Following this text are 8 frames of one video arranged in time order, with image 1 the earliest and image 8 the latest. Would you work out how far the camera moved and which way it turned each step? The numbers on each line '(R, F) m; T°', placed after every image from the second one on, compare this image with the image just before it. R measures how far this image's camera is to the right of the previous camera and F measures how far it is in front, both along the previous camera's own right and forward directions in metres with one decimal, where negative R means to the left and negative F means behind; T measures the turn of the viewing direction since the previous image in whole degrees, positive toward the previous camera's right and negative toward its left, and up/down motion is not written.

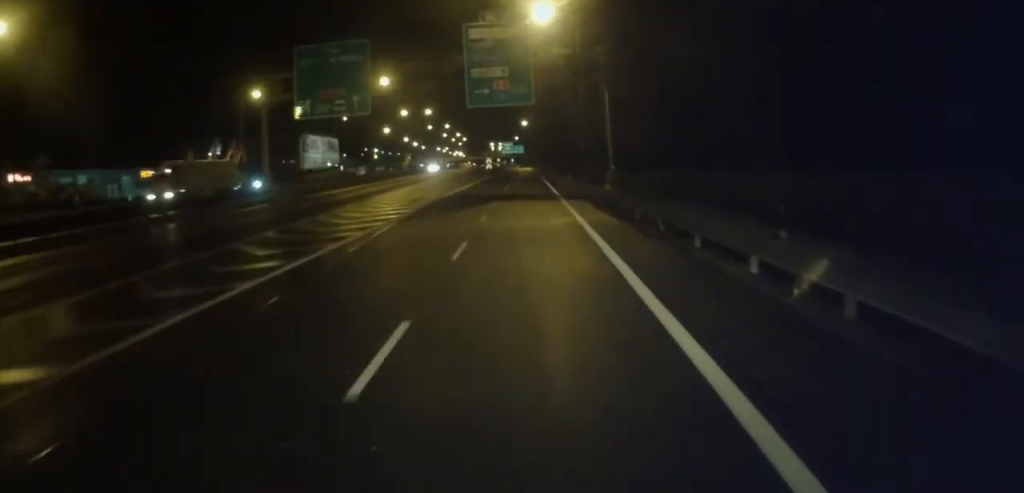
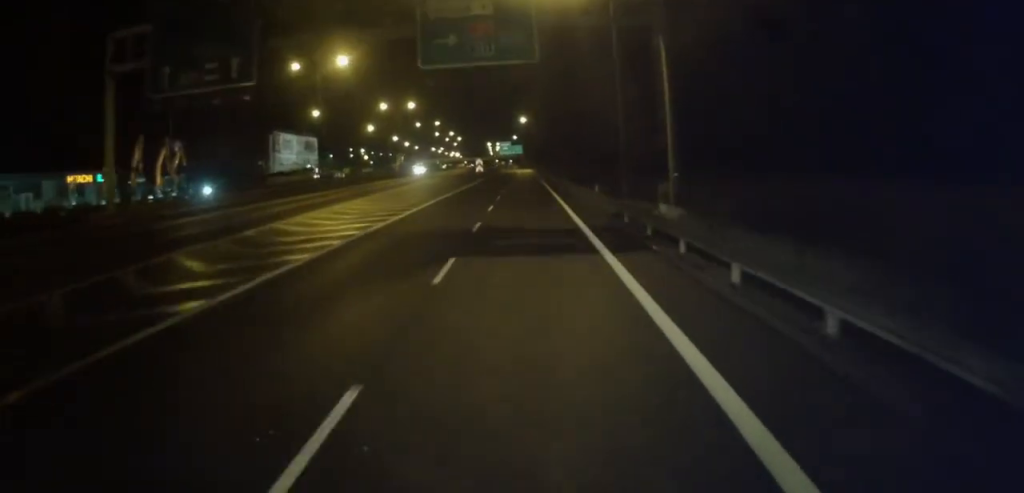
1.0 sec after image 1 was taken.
(+0.3, +20.3) m; +2°
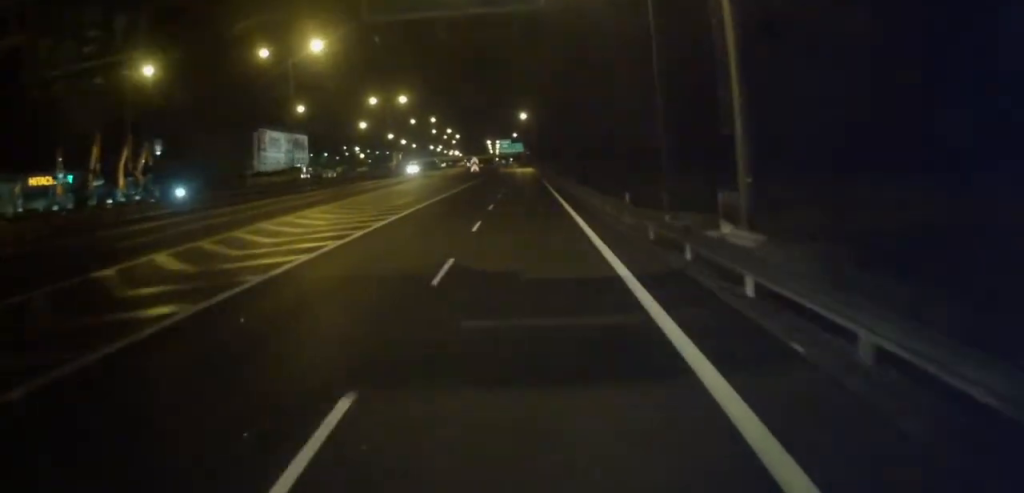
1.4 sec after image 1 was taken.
(+0.1, +9.2) m; 0°
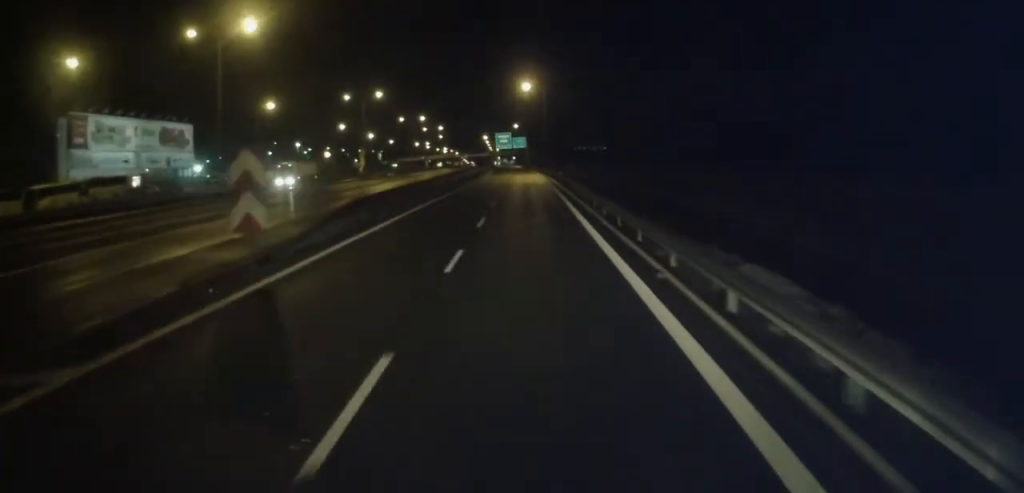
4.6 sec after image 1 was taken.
(-0.5, +68.2) m; -1°
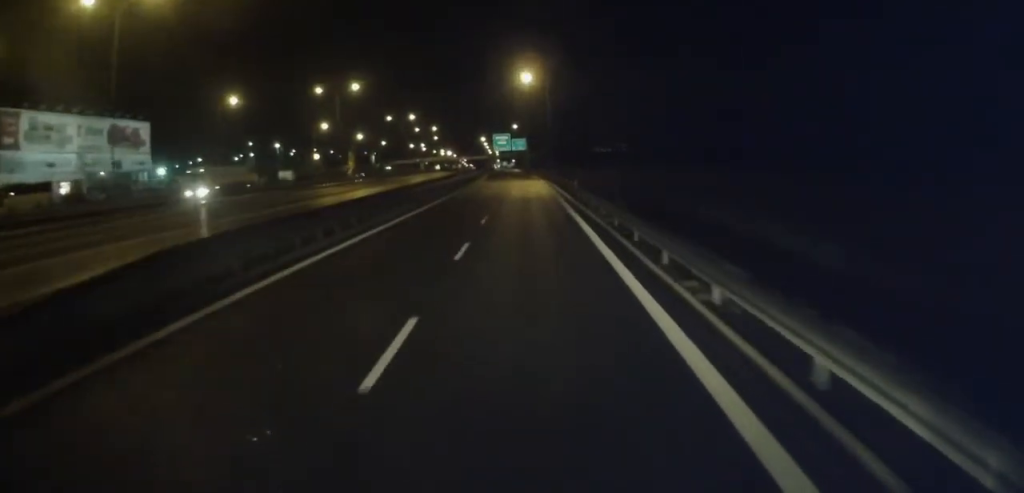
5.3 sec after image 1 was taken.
(0.0, +14.9) m; 0°
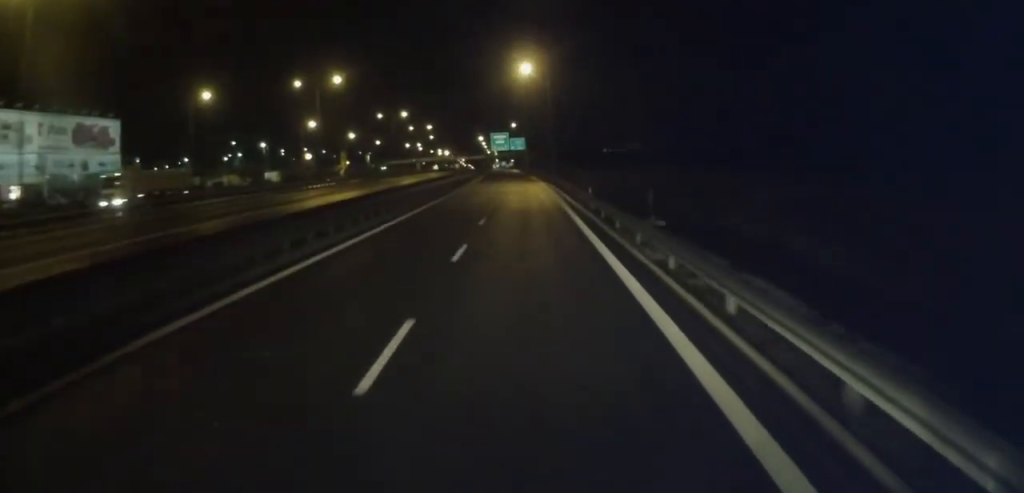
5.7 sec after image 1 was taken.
(0.0, +8.5) m; 0°
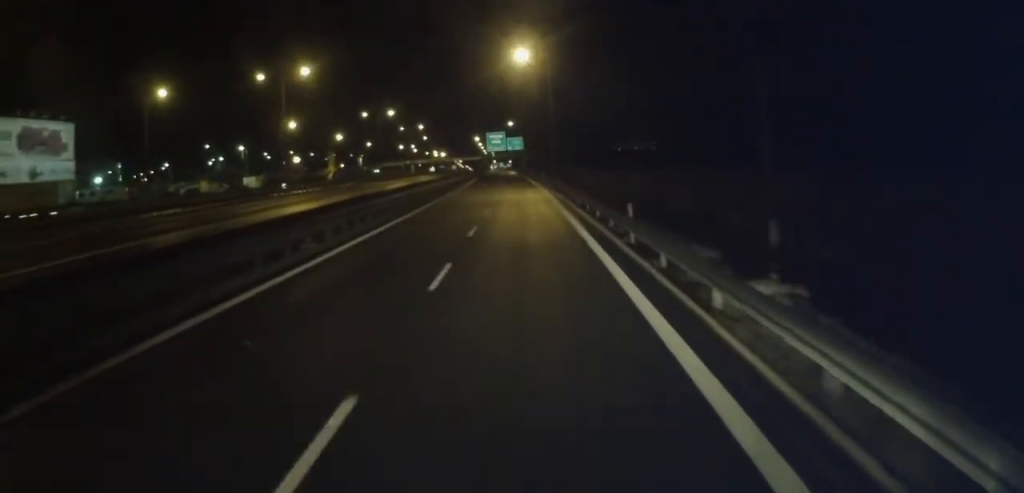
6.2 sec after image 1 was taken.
(0.0, +11.5) m; 0°
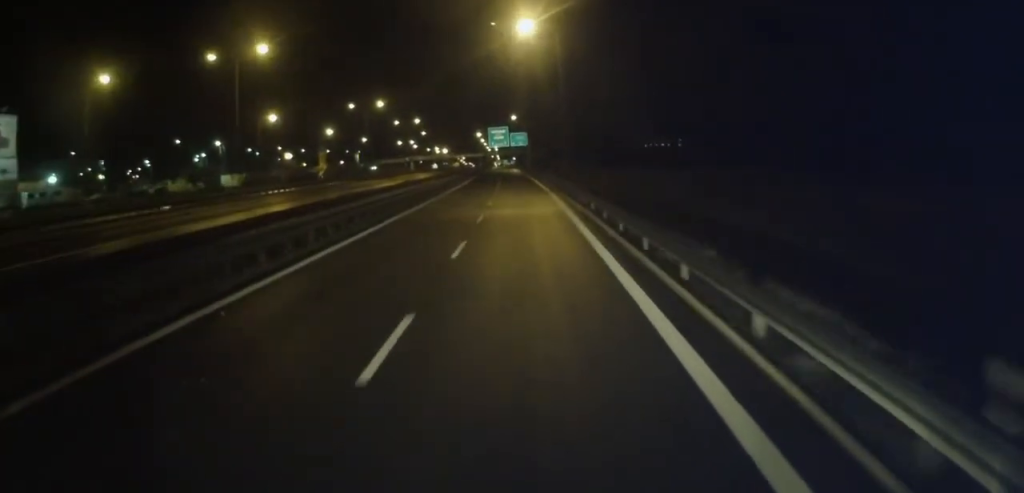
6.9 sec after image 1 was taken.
(0.0, +13.8) m; +1°
